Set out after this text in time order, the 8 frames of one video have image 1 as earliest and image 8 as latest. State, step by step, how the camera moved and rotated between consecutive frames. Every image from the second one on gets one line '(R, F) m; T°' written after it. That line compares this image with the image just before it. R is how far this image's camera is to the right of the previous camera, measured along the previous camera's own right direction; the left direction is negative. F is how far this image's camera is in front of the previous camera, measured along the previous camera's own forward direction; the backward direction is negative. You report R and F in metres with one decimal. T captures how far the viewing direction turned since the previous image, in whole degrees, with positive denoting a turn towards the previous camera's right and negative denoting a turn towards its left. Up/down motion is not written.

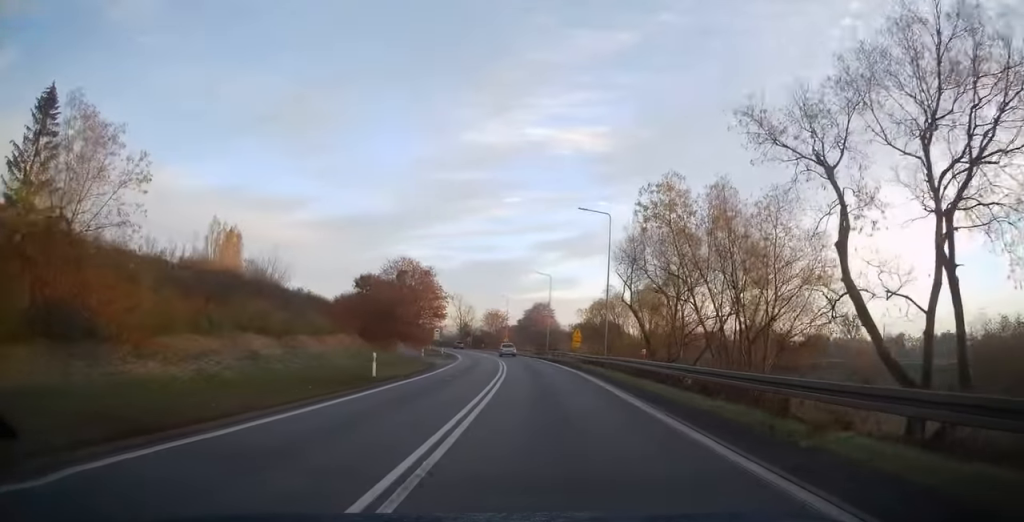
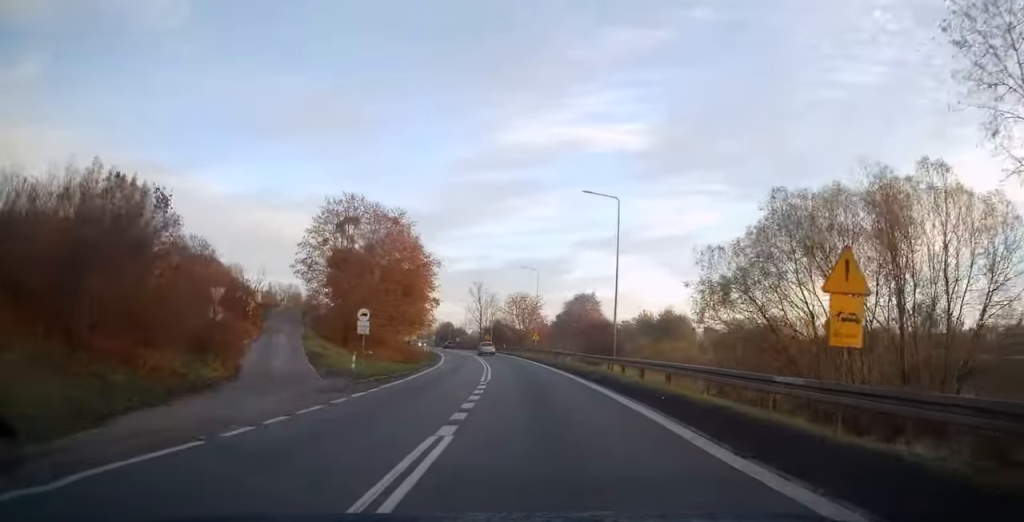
(-1.3, +38.9) m; -4°
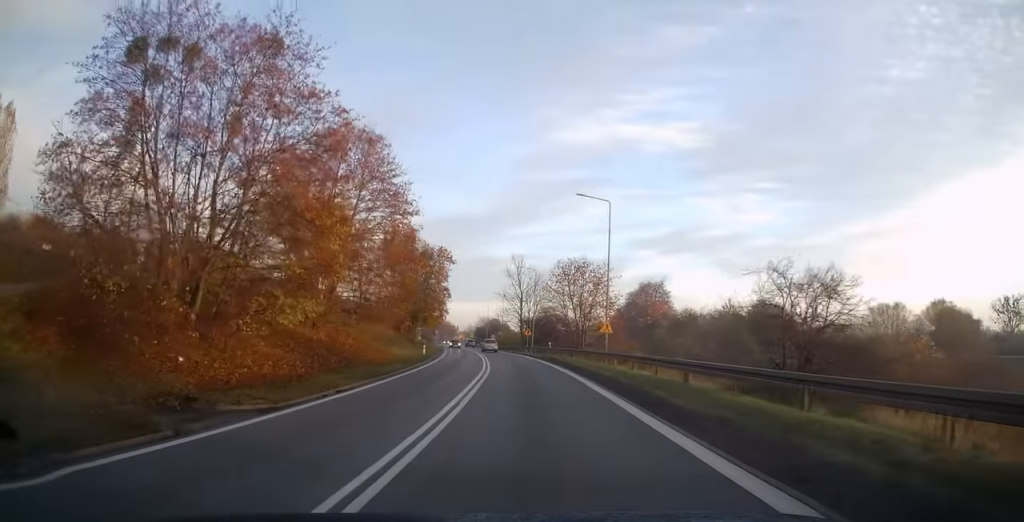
(-1.1, +32.8) m; -5°
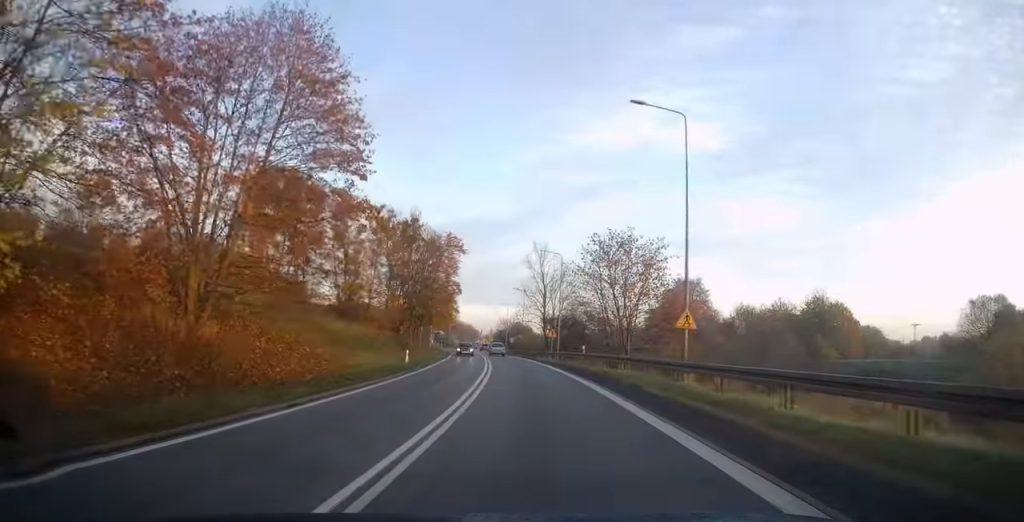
(-0.4, +14.9) m; -3°
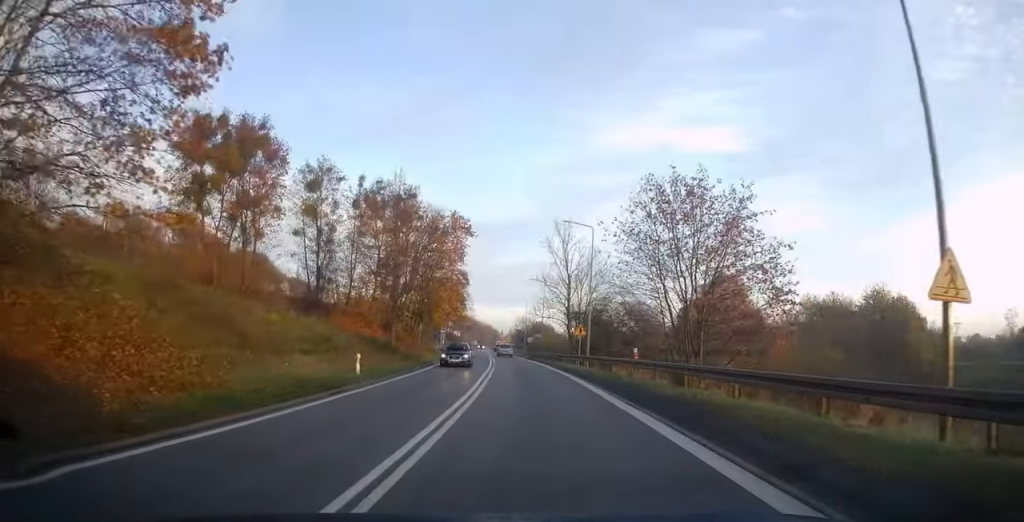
(-0.3, +13.6) m; -2°
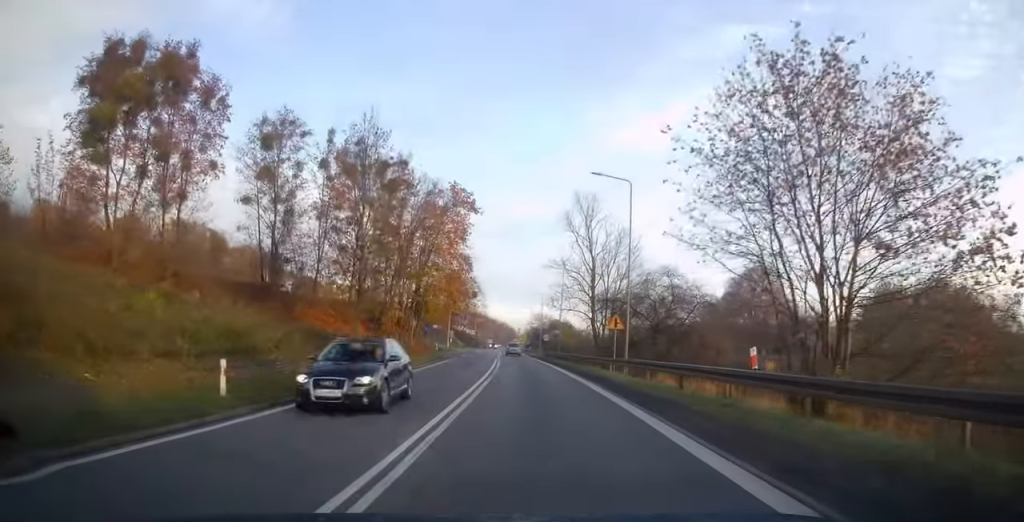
(-0.1, +11.7) m; -1°
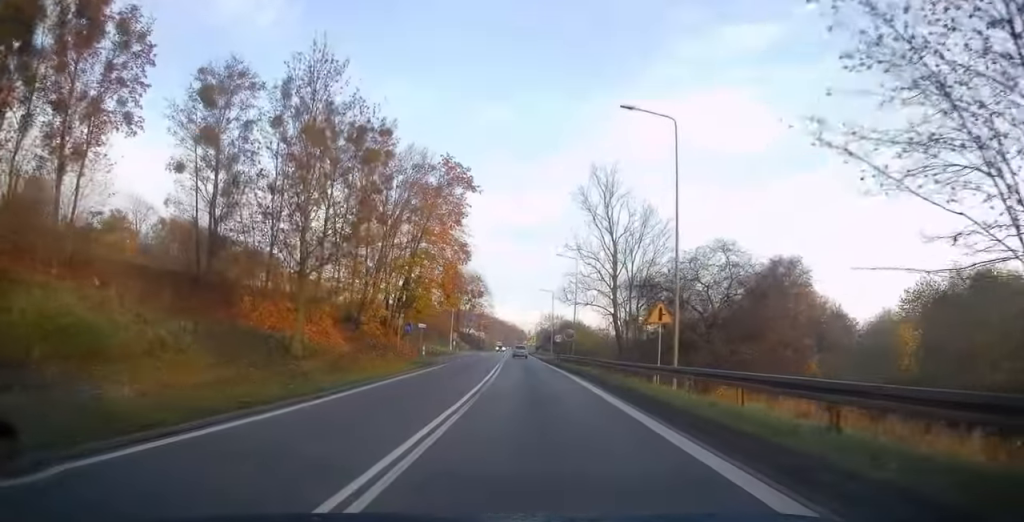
(-0.1, +9.0) m; -1°
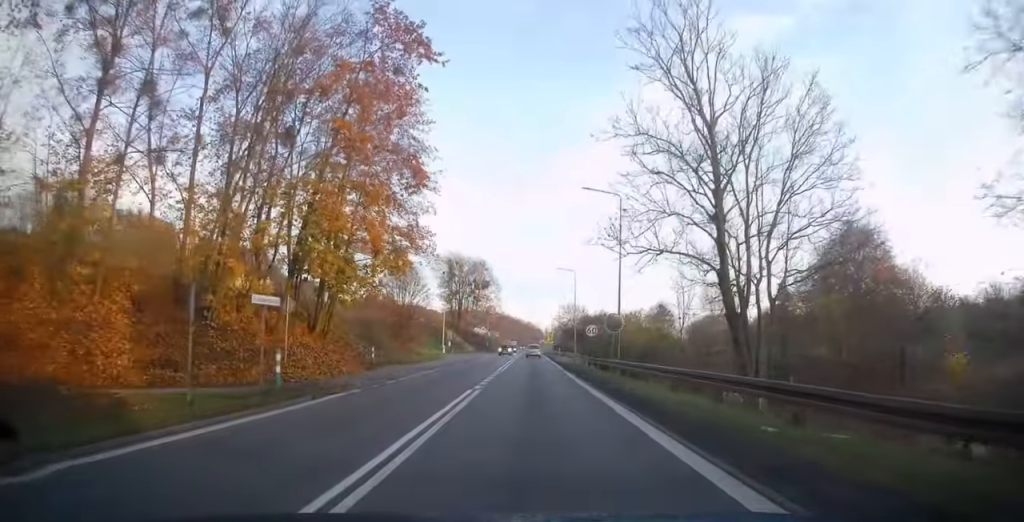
(-0.4, +23.2) m; -2°
